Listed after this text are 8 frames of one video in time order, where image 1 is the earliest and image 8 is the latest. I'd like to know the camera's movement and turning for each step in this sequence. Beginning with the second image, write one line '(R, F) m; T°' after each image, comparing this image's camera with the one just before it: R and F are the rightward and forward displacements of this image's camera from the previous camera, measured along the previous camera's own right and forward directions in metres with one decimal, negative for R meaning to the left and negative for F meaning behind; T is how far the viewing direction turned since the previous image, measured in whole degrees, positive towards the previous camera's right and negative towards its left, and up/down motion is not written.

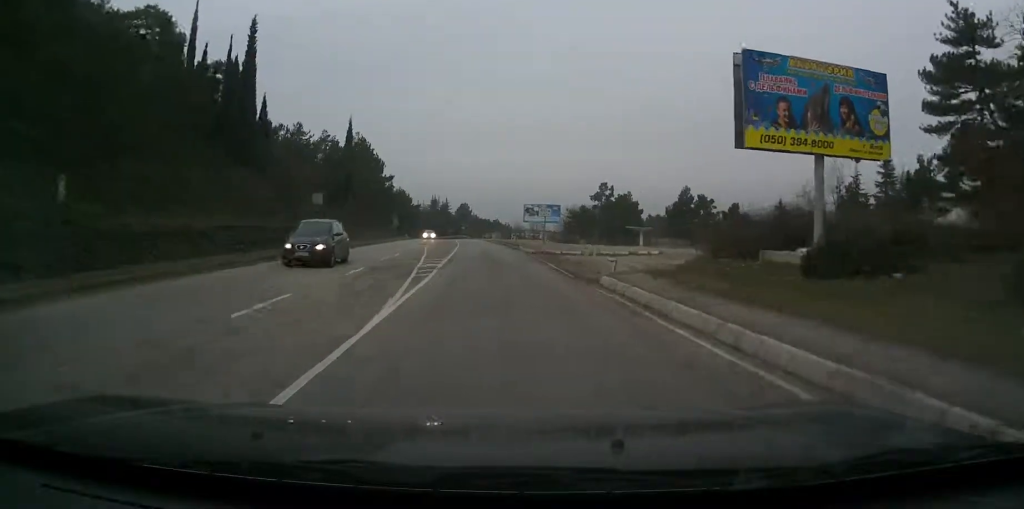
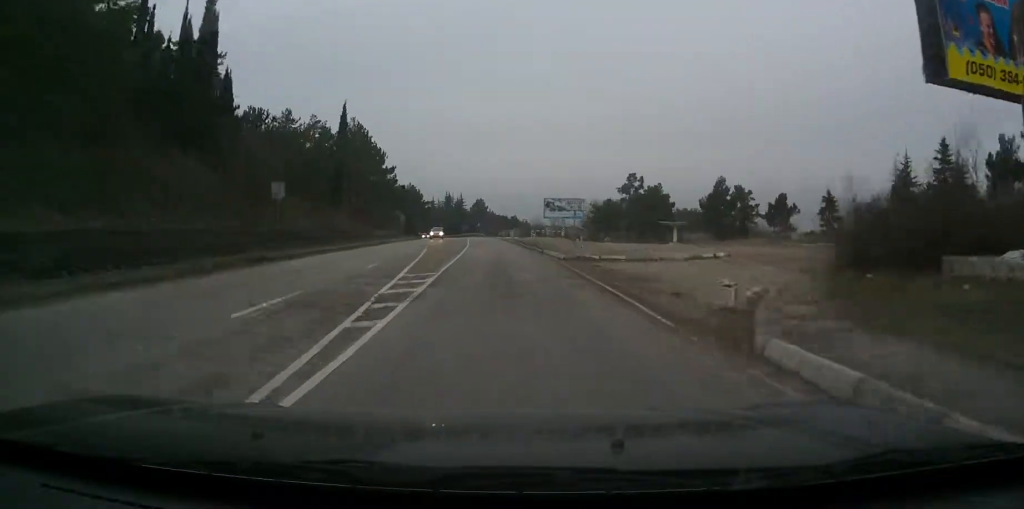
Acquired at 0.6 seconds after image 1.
(-0.7, +9.7) m; -2°
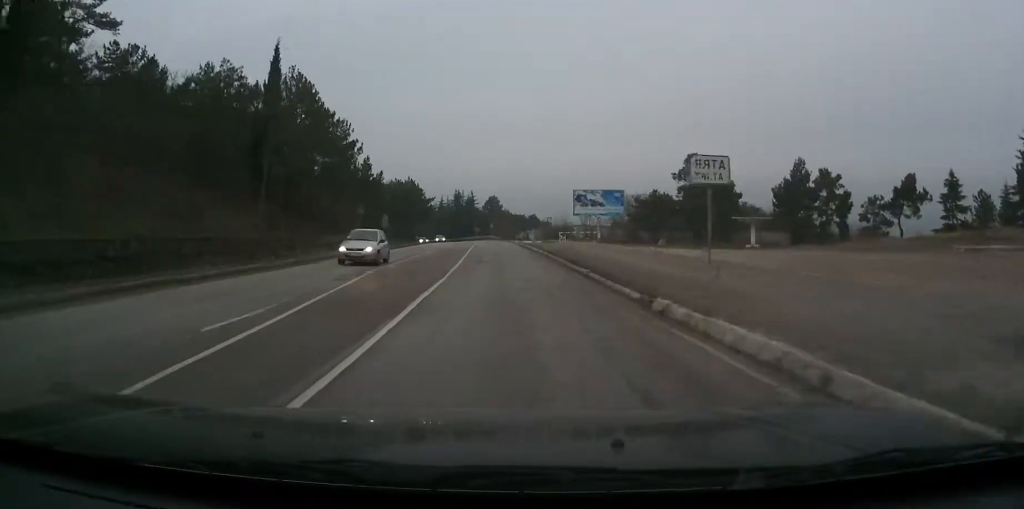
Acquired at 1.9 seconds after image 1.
(-0.6, +22.8) m; -2°
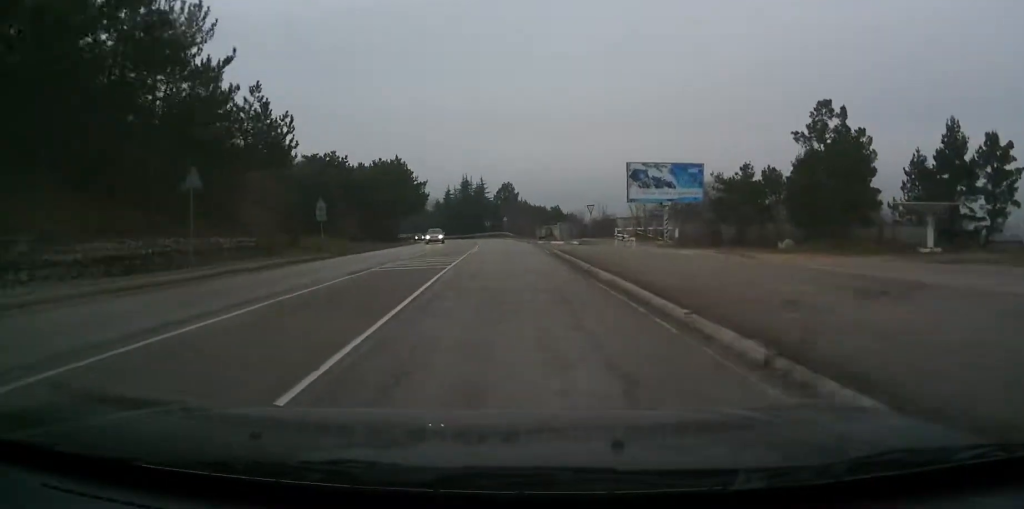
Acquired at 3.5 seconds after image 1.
(-0.2, +27.3) m; -1°
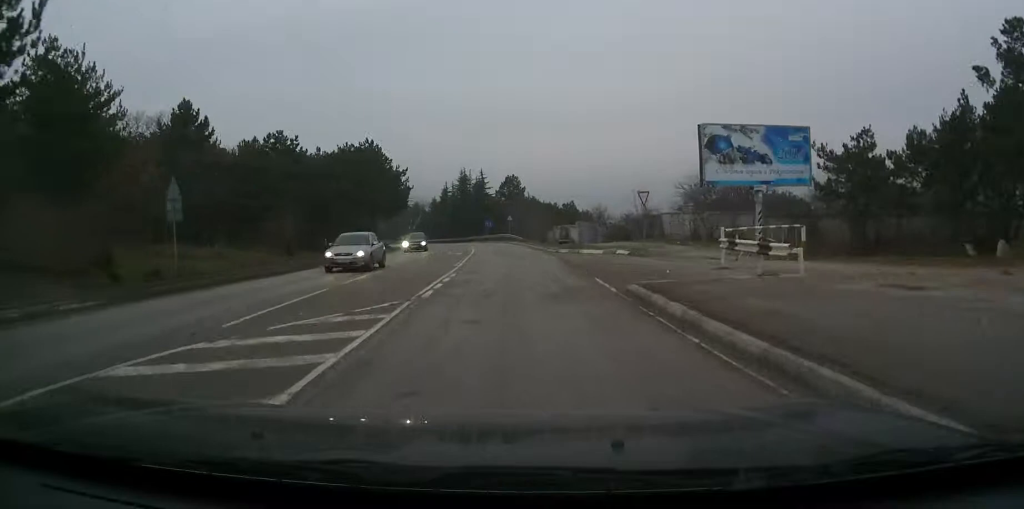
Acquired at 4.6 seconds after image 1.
(-0.3, +18.7) m; -1°
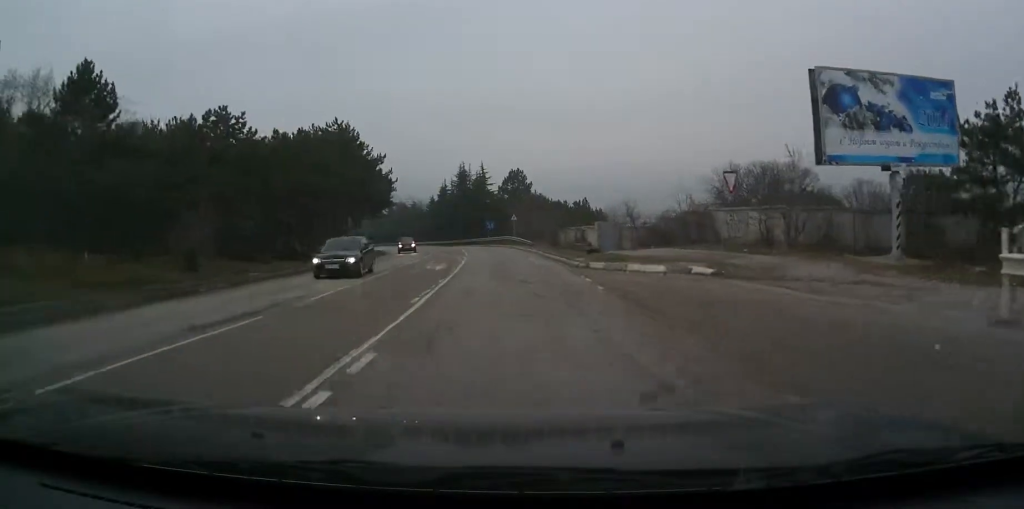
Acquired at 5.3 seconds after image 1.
(-0.1, +12.5) m; 0°
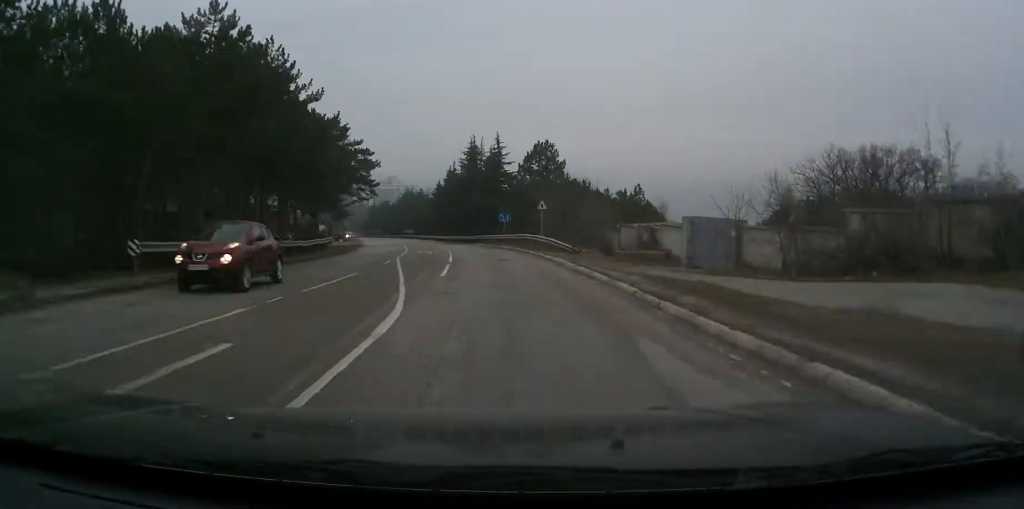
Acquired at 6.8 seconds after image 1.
(0.0, +25.0) m; -2°
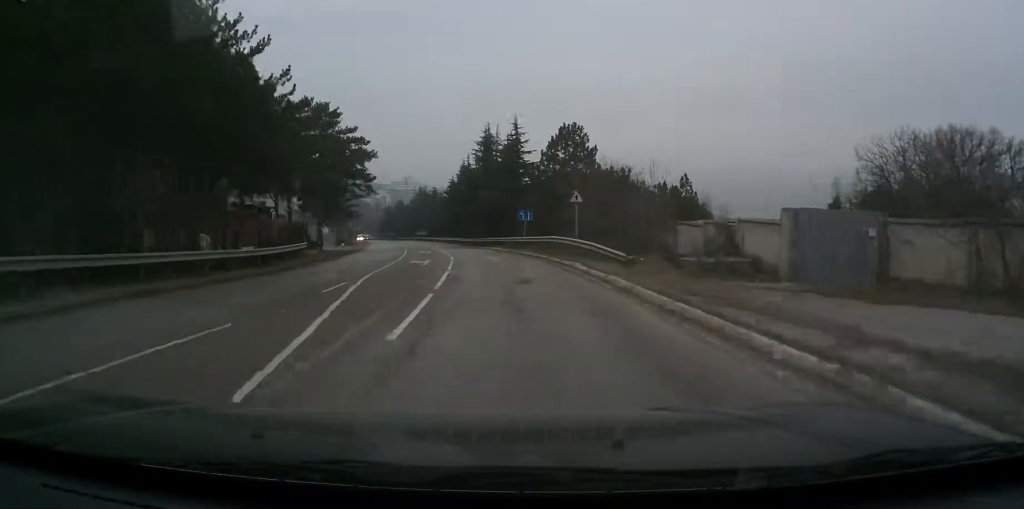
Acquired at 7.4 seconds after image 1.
(-0.3, +10.8) m; -1°
